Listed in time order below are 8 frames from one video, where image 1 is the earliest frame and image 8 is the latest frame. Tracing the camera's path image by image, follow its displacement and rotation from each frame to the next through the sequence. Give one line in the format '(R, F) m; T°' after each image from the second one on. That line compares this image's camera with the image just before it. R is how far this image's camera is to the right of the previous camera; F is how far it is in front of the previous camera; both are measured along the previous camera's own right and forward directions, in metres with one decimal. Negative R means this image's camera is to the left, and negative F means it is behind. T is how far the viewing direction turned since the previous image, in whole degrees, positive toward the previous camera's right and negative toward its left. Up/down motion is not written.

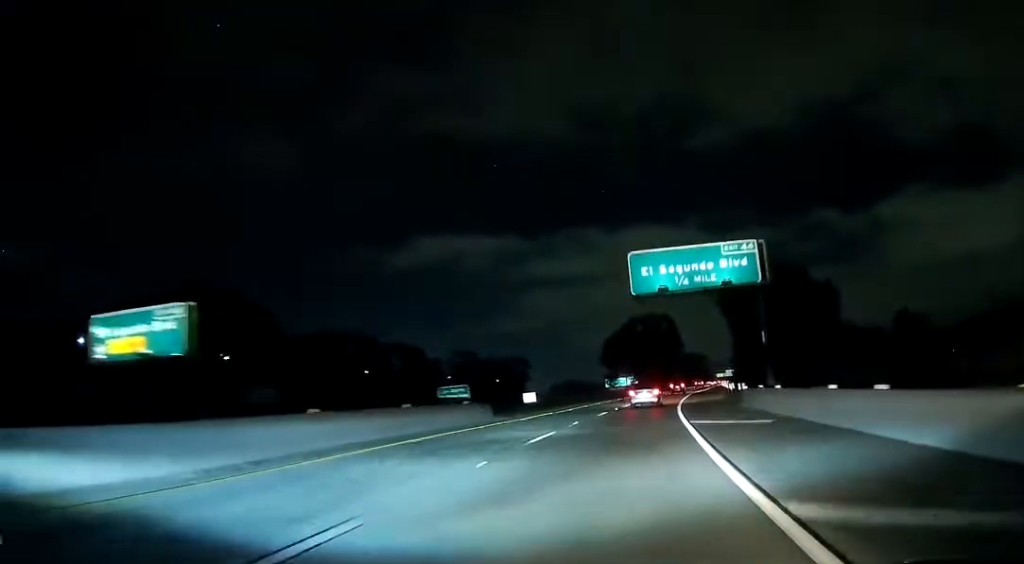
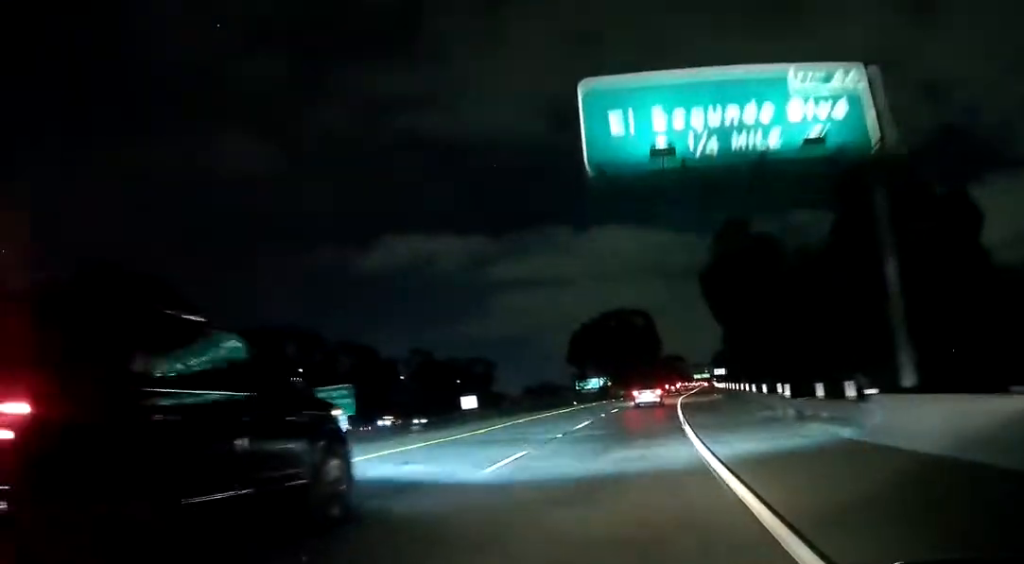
(+0.6, +23.4) m; +3°
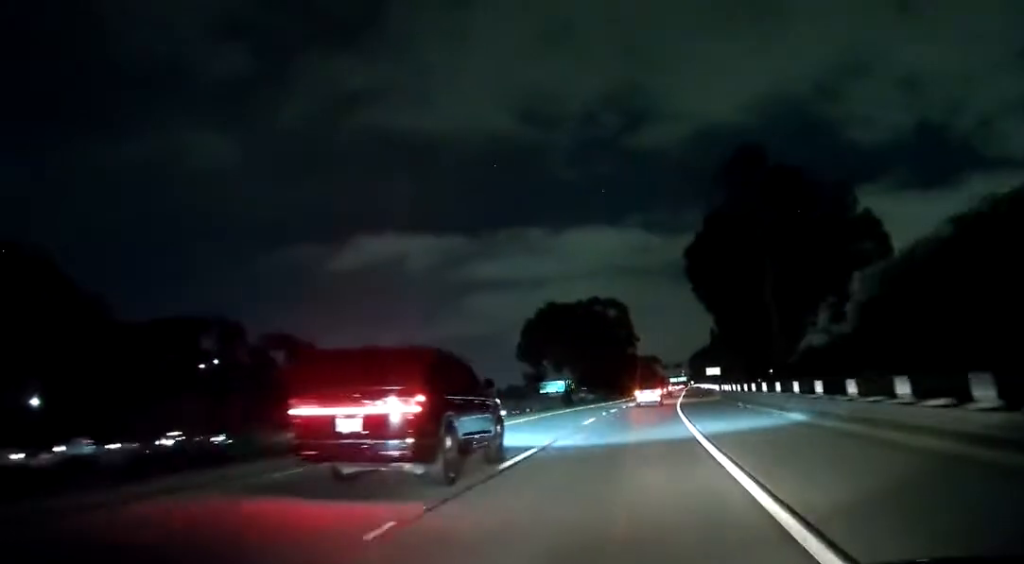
(+0.3, +29.4) m; 0°
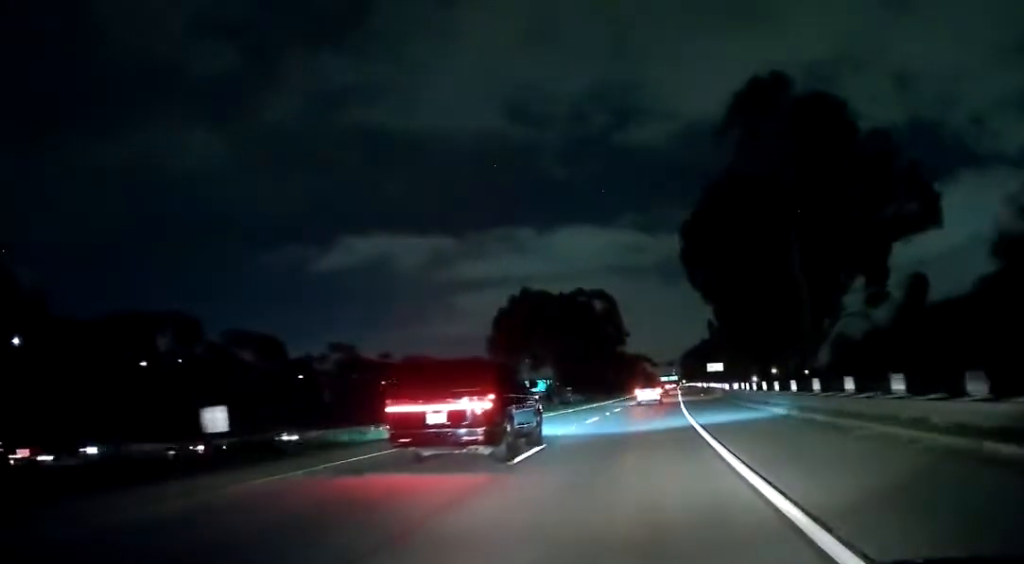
(-0.6, +14.4) m; +1°
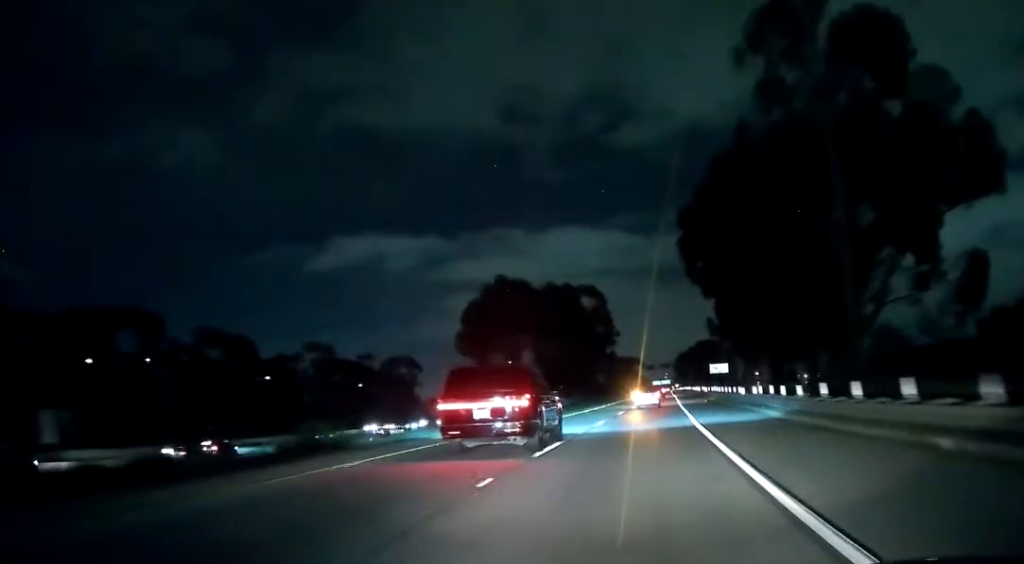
(+0.5, +12.9) m; +2°
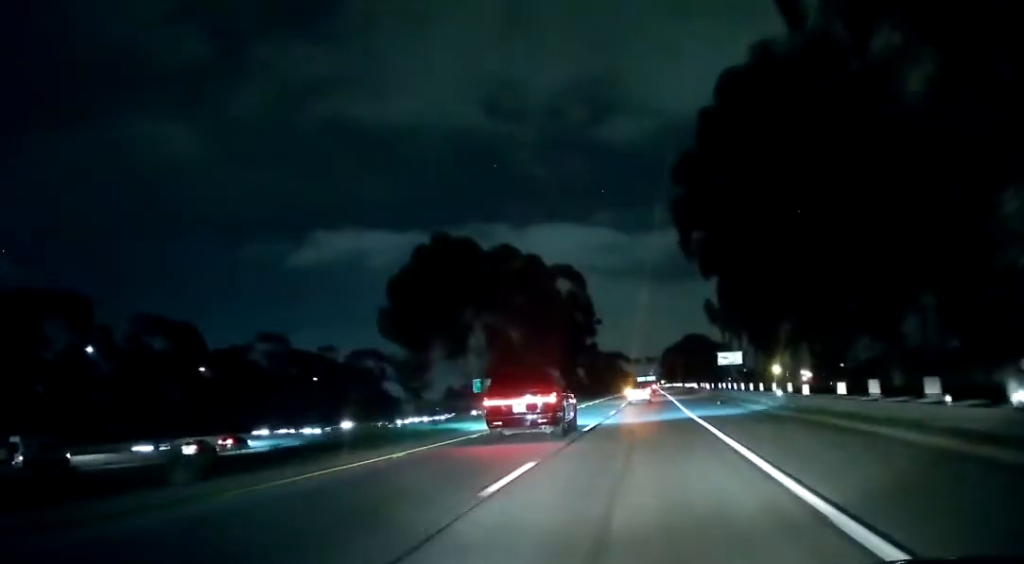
(+0.7, +19.9) m; +2°
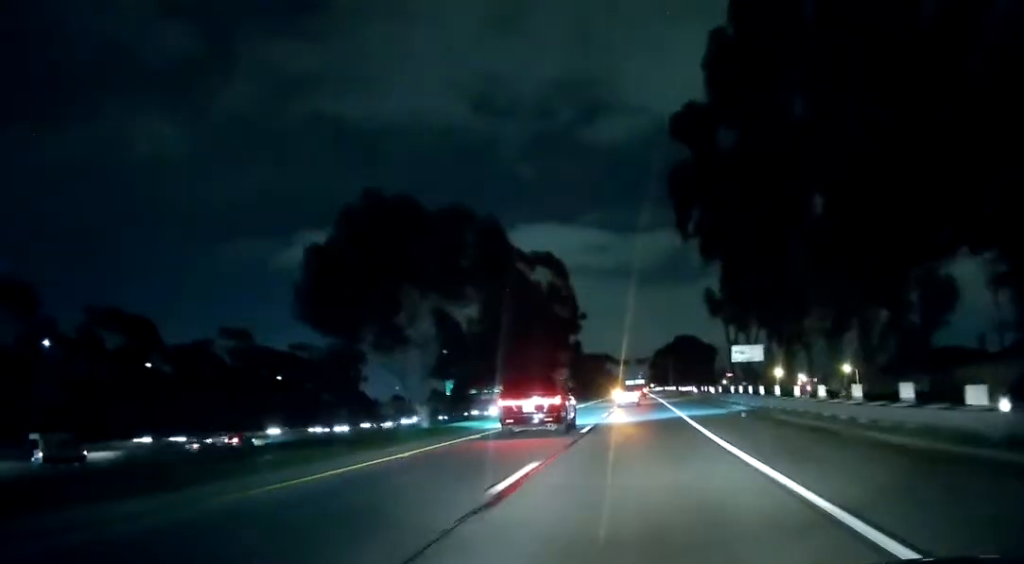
(0.0, +14.8) m; 0°
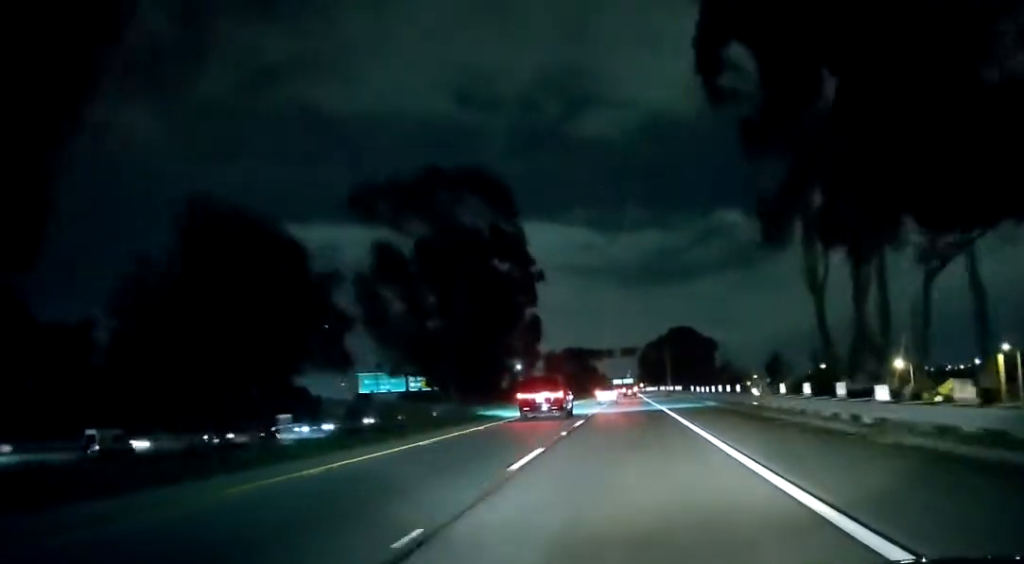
(-0.1, +42.5) m; 0°
